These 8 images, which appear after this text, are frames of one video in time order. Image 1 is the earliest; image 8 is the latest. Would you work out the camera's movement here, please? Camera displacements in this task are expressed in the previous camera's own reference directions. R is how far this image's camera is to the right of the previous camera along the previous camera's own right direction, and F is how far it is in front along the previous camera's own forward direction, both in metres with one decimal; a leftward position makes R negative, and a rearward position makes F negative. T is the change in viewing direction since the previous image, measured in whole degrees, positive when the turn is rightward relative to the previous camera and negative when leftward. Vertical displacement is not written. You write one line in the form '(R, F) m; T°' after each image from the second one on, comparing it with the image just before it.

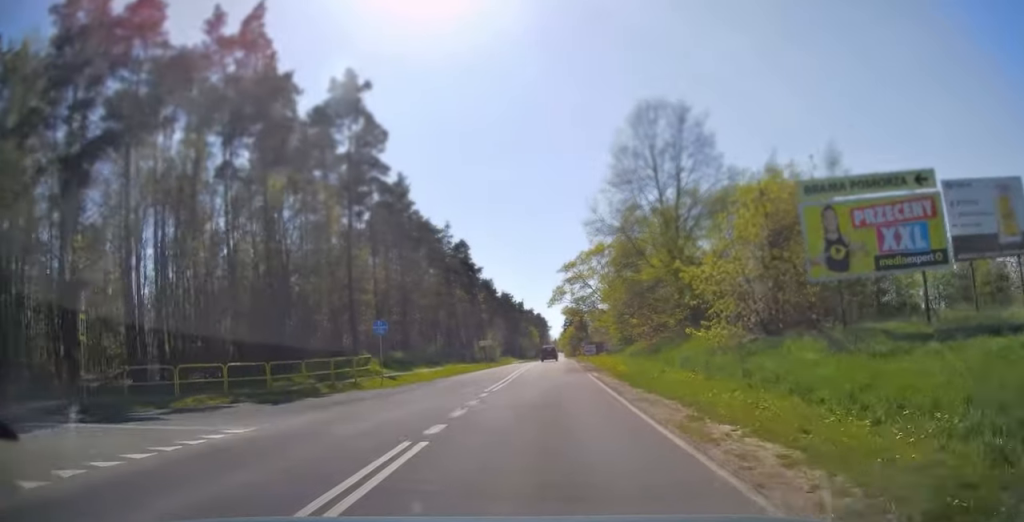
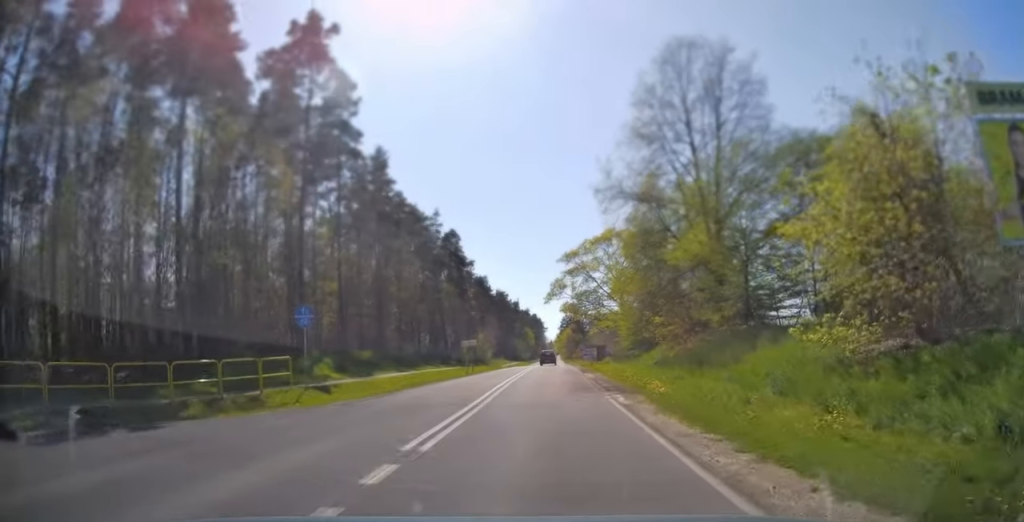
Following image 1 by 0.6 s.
(-0.2, +9.5) m; 0°
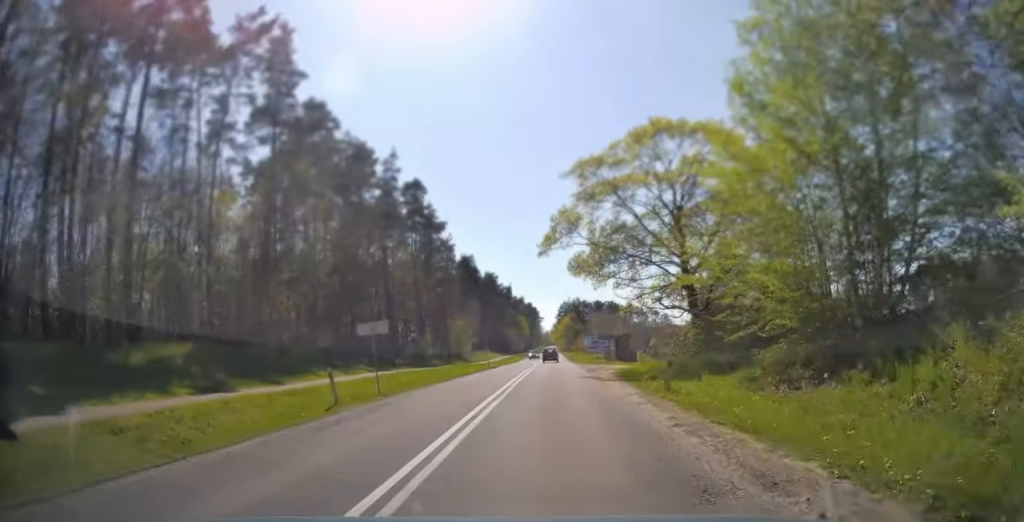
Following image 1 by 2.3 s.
(+0.6, +26.2) m; +3°
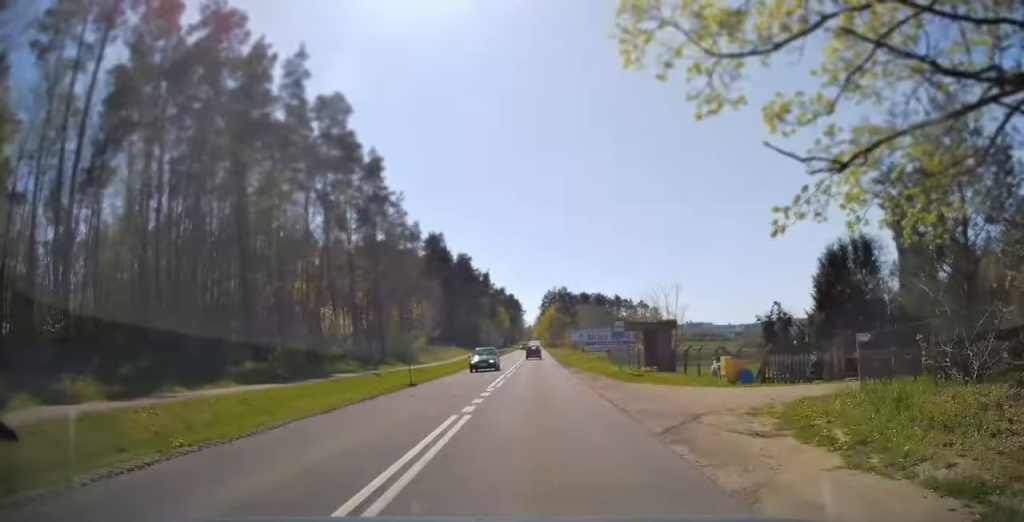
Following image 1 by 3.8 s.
(+0.1, +25.3) m; 0°
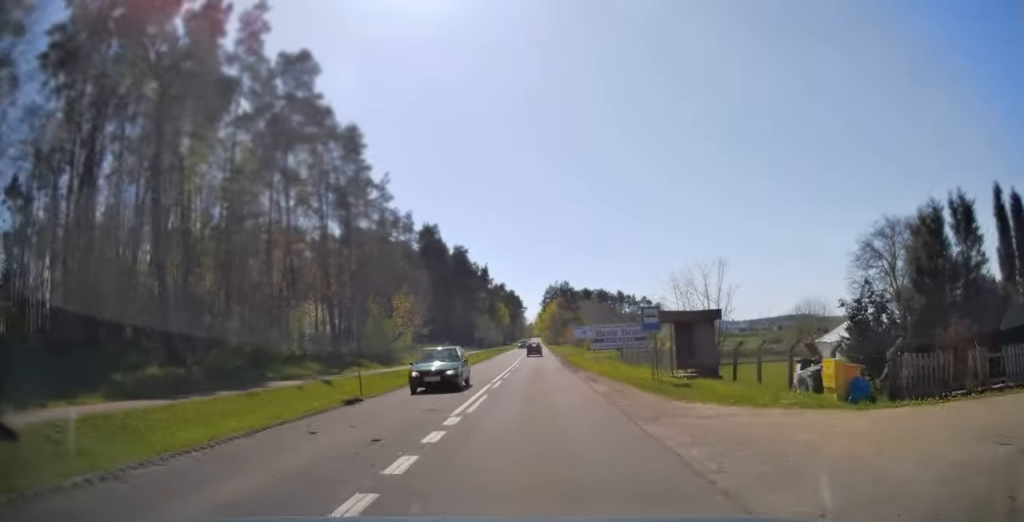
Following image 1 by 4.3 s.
(0.0, +7.9) m; 0°
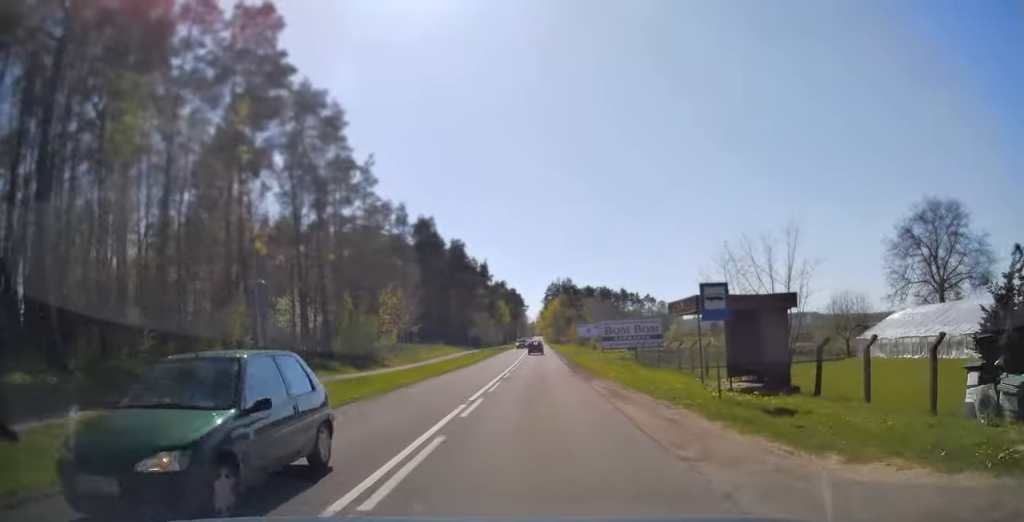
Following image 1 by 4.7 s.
(-0.1, +7.2) m; 0°
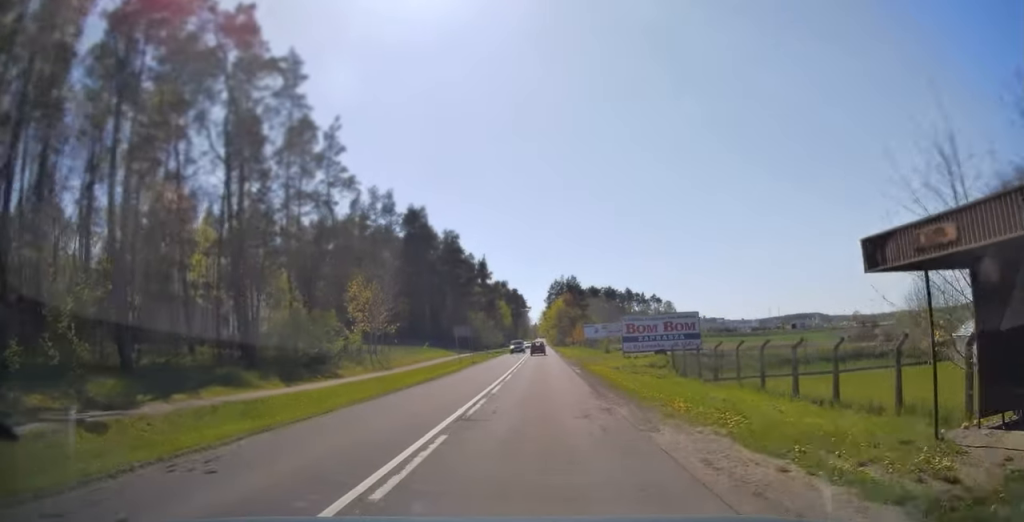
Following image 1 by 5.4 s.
(-0.1, +11.8) m; 0°
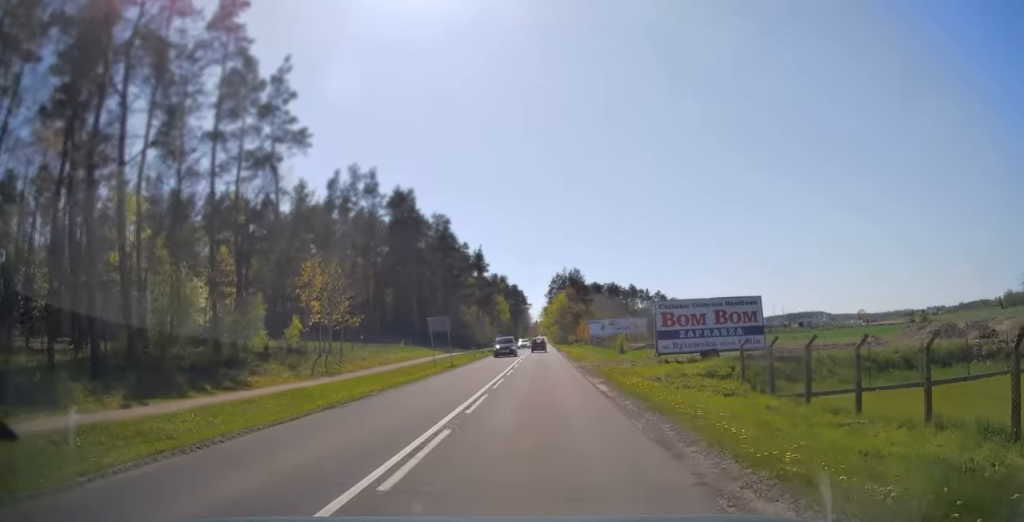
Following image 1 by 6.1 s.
(0.0, +11.7) m; 0°
